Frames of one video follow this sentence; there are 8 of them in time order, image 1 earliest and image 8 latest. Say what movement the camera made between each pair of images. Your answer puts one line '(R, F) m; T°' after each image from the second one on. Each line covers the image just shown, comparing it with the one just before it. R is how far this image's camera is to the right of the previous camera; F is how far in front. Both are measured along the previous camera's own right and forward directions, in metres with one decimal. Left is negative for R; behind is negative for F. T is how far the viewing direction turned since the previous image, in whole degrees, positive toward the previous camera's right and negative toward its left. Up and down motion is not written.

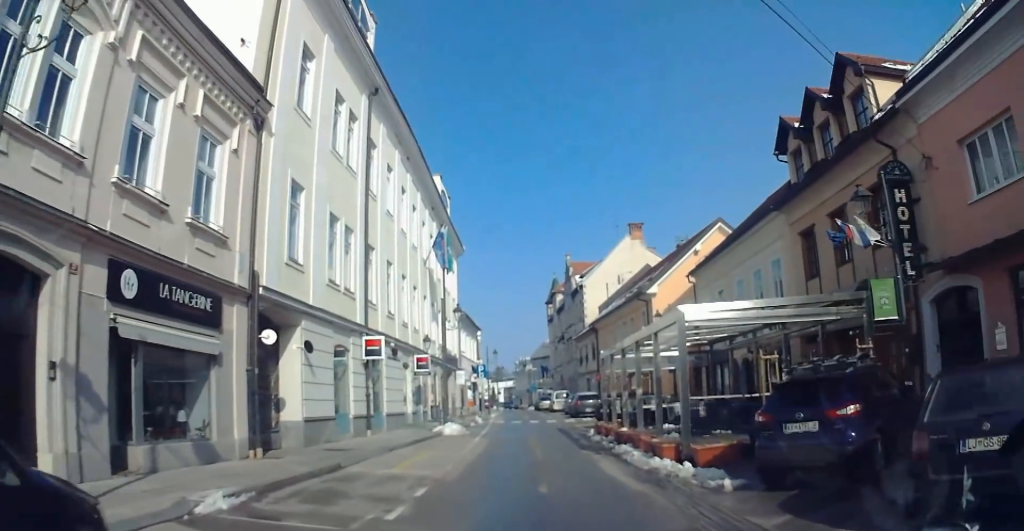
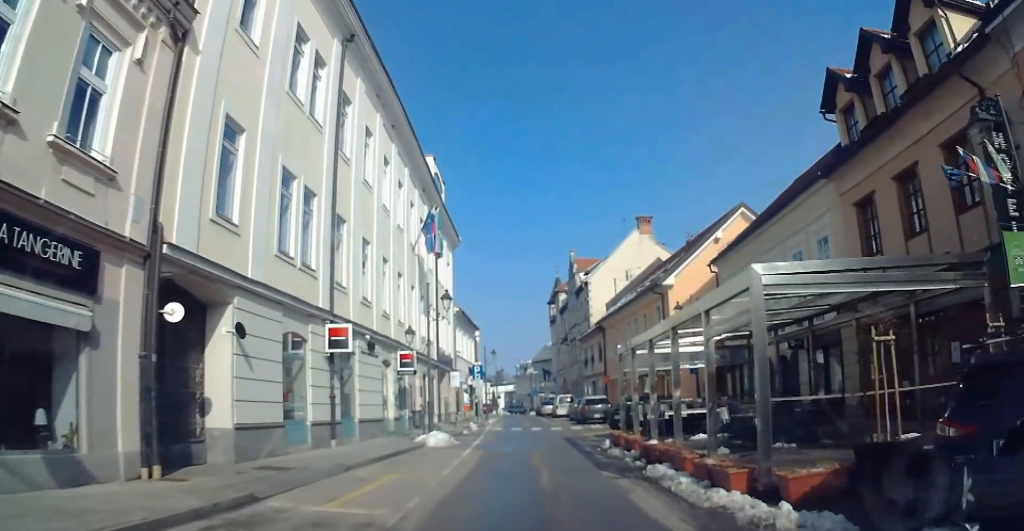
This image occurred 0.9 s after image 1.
(+0.1, +4.0) m; 0°
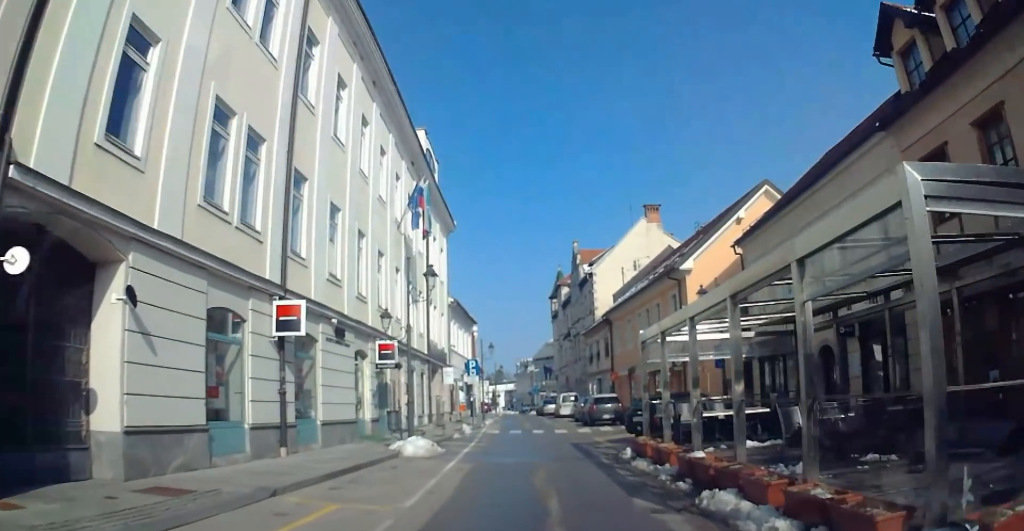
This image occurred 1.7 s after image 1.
(0.0, +3.9) m; -2°
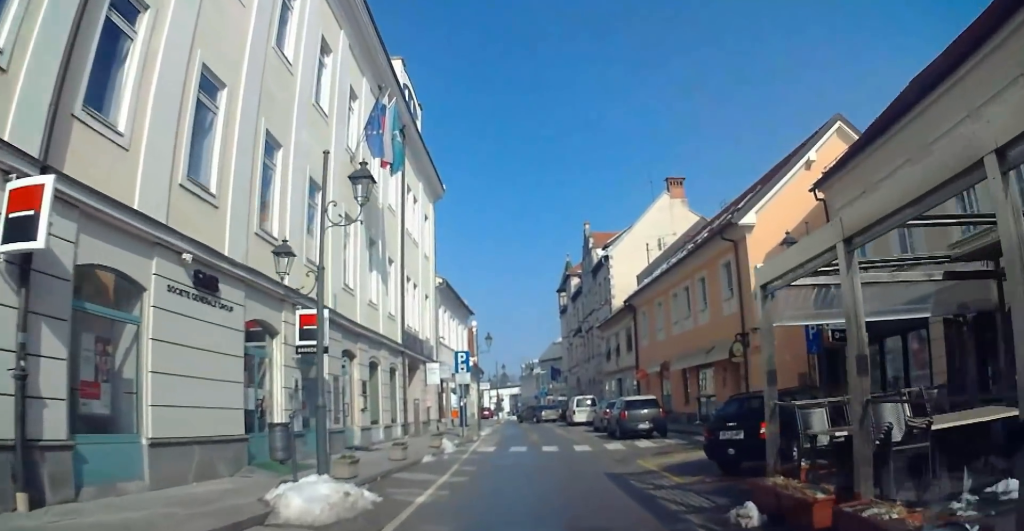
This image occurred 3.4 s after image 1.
(-0.2, +9.2) m; +2°
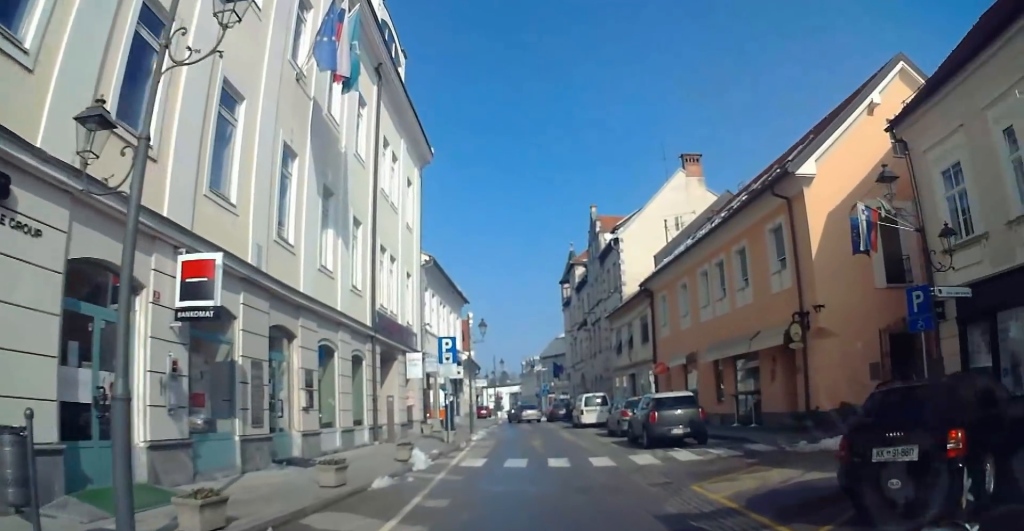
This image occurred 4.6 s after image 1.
(+0.2, +5.6) m; 0°
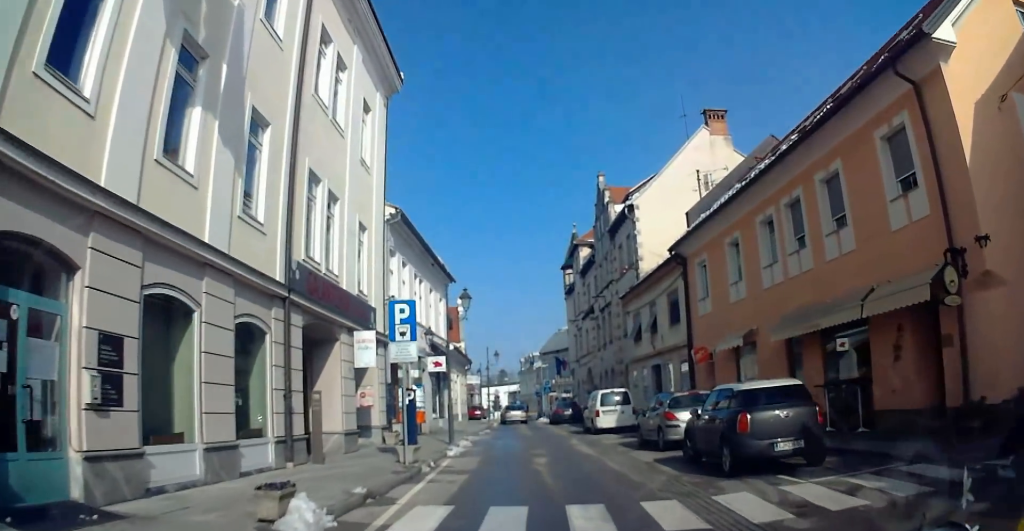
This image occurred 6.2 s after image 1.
(+0.1, +8.1) m; 0°
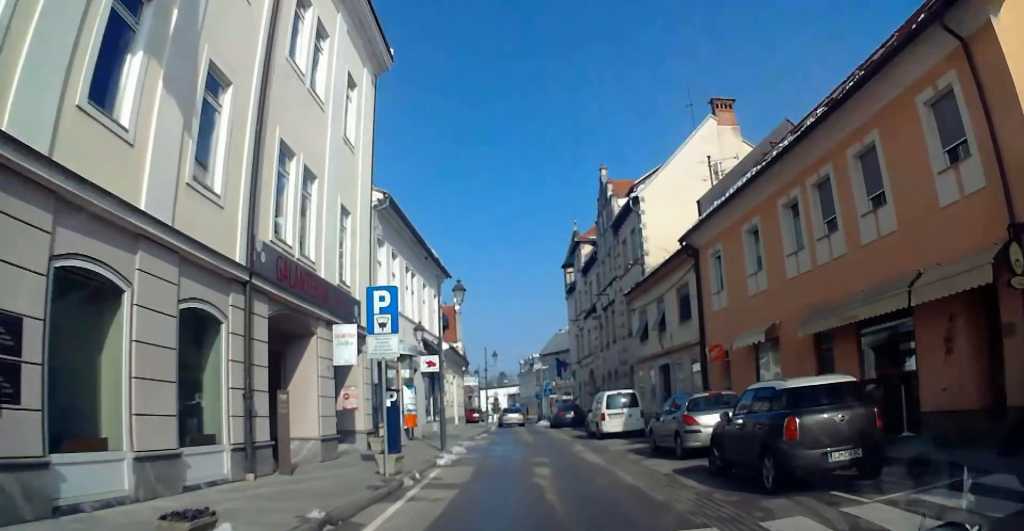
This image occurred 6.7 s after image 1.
(-0.1, +2.1) m; 0°
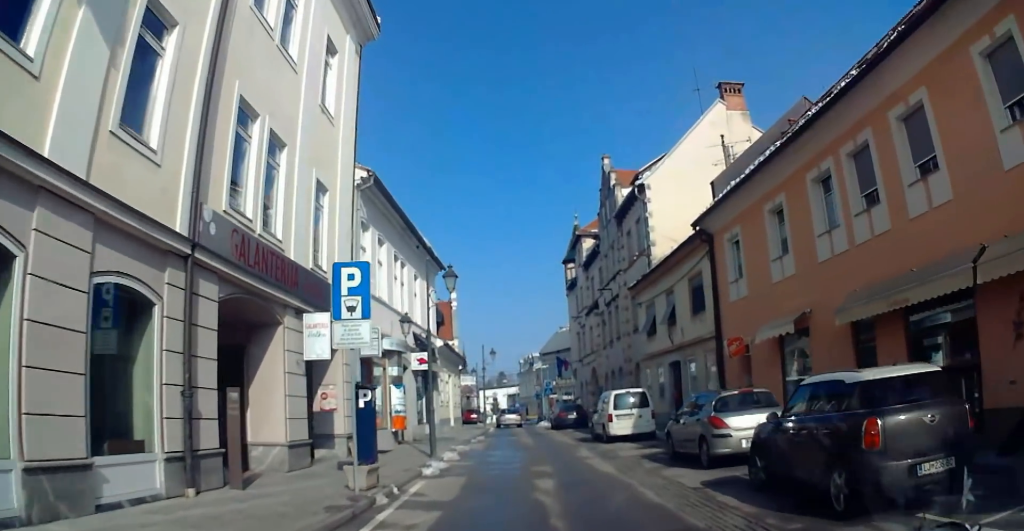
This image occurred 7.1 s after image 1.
(-0.1, +2.3) m; 0°
